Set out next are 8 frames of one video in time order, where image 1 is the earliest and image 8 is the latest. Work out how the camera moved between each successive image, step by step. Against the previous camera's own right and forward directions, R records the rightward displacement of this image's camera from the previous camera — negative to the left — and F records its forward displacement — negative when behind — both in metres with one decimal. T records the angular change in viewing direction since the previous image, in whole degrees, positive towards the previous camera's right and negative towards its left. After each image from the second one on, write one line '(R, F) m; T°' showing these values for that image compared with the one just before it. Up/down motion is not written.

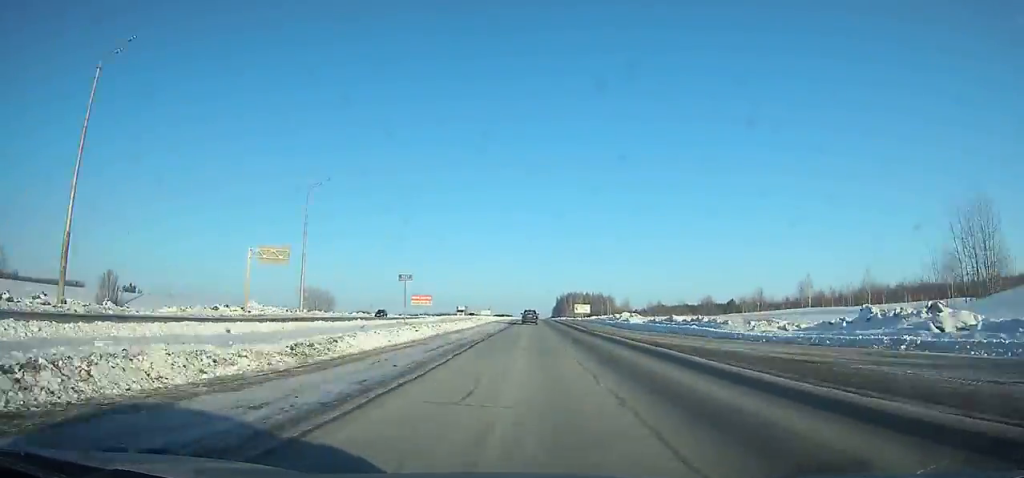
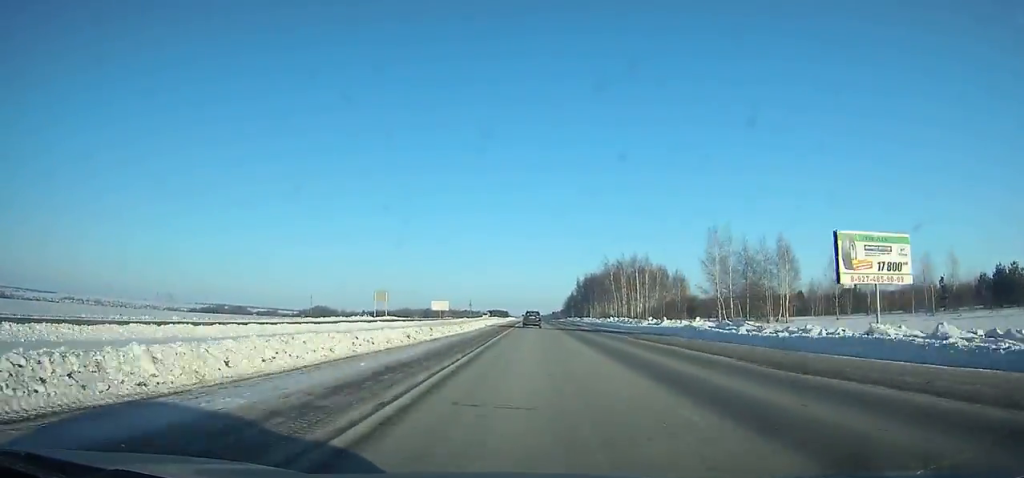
(+0.3, +198.0) m; 0°
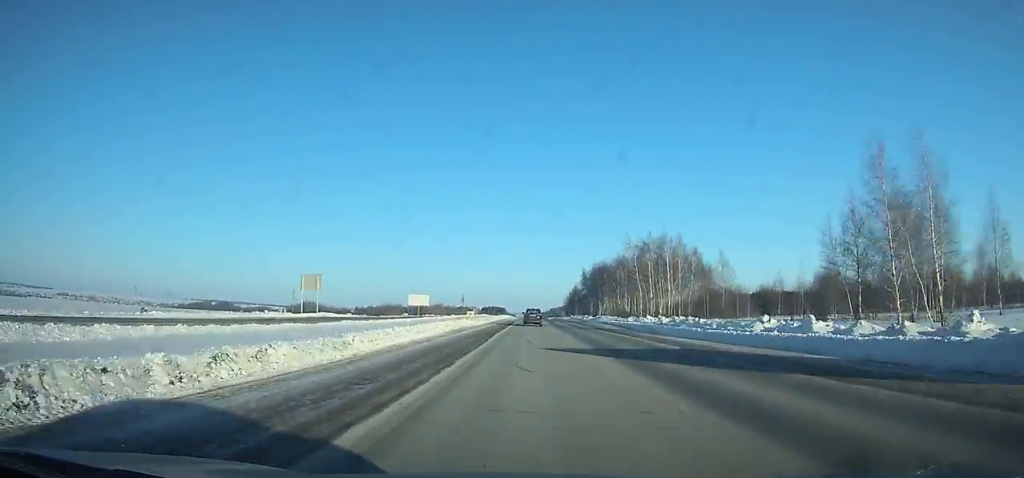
(0.0, +35.1) m; 0°
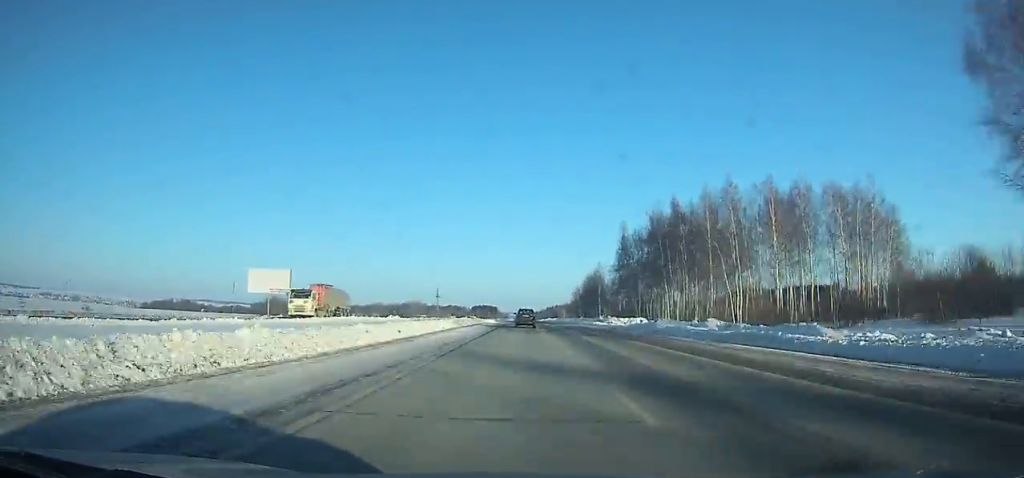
(+0.4, +96.3) m; +1°
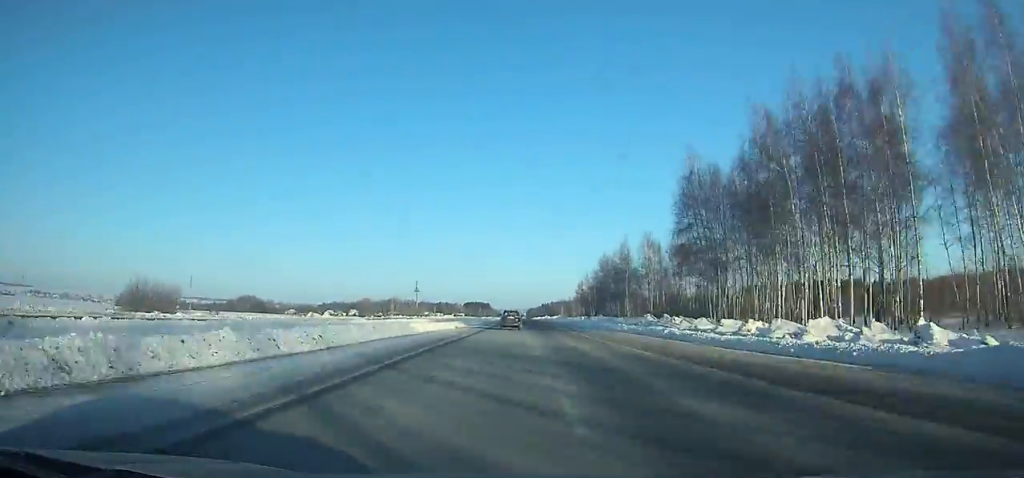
(+0.1, +49.3) m; 0°
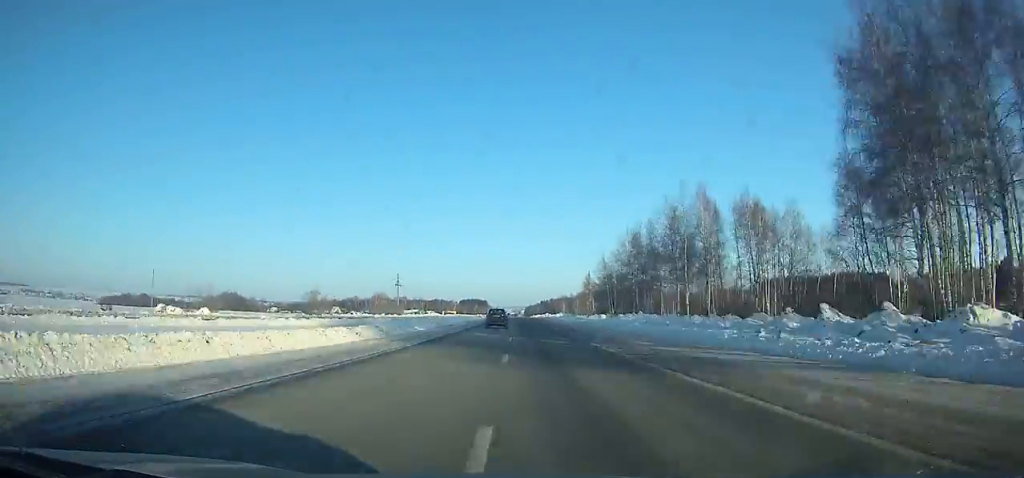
(+0.2, +37.4) m; 0°
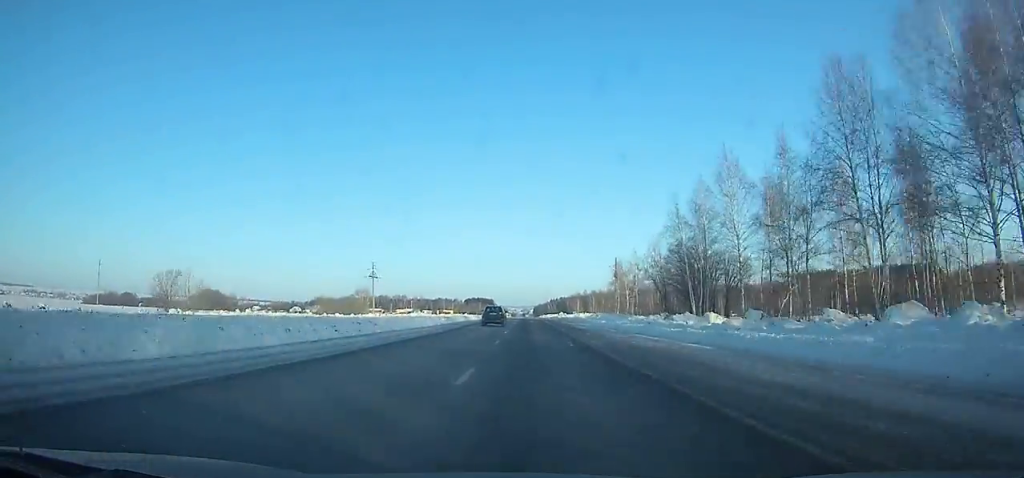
(-0.1, +54.1) m; 0°
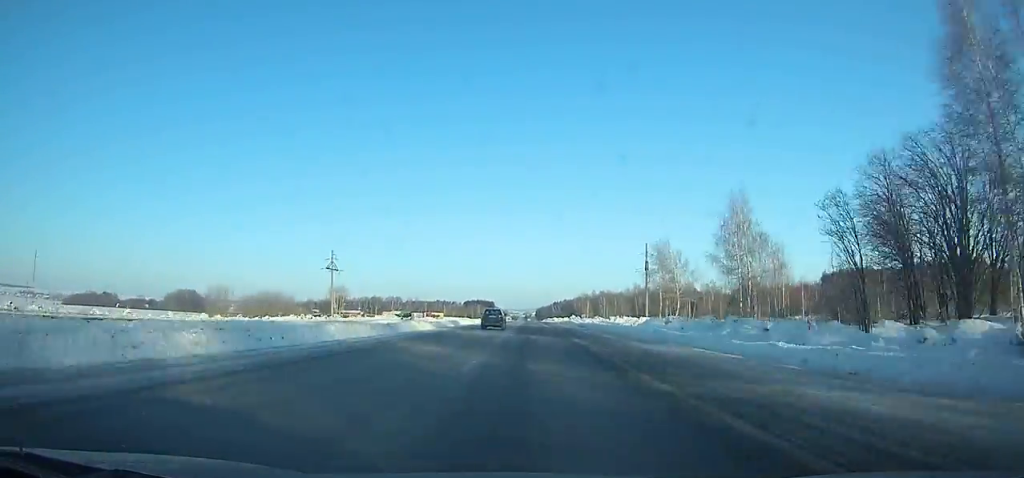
(-0.1, +45.3) m; 0°
